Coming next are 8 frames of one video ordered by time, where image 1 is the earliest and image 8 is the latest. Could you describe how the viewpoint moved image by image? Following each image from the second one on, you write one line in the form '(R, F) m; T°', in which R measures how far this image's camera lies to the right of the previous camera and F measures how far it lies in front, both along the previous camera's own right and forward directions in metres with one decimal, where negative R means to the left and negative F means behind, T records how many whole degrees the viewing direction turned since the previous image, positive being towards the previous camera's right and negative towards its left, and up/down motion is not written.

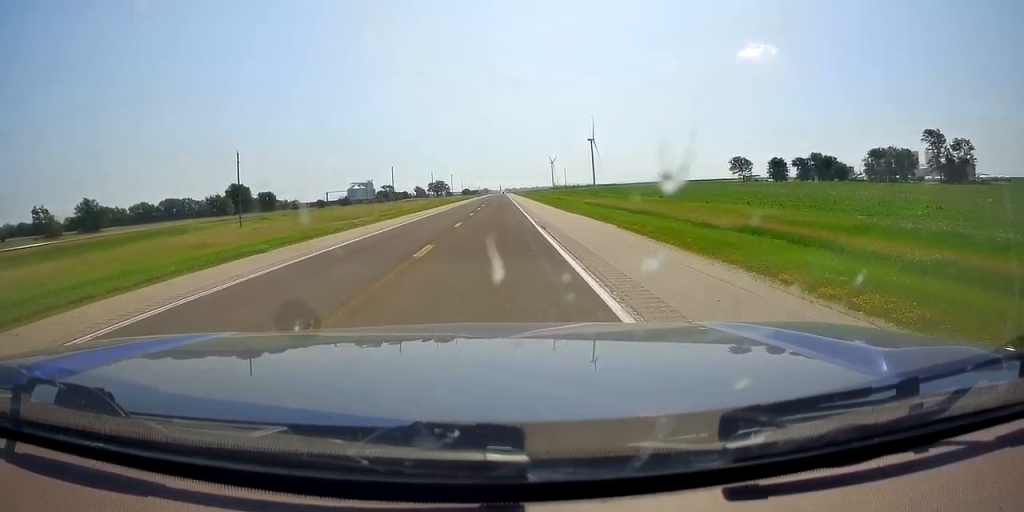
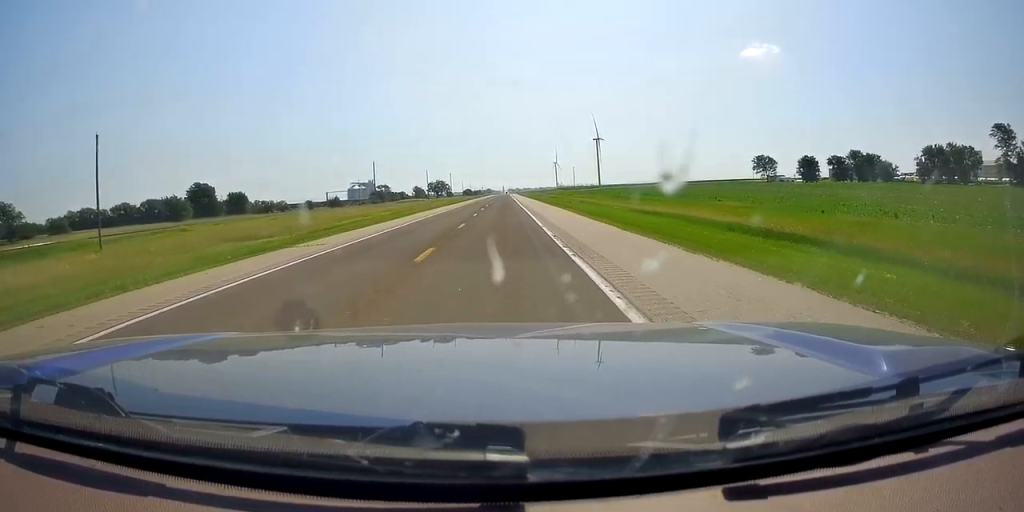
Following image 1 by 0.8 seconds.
(0.0, +25.1) m; 0°
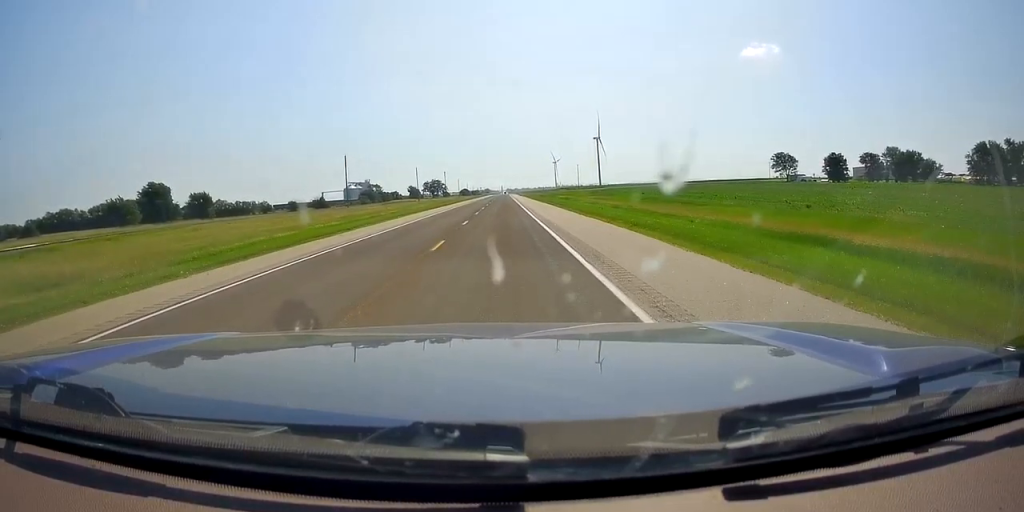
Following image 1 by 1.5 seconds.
(0.0, +22.0) m; 0°
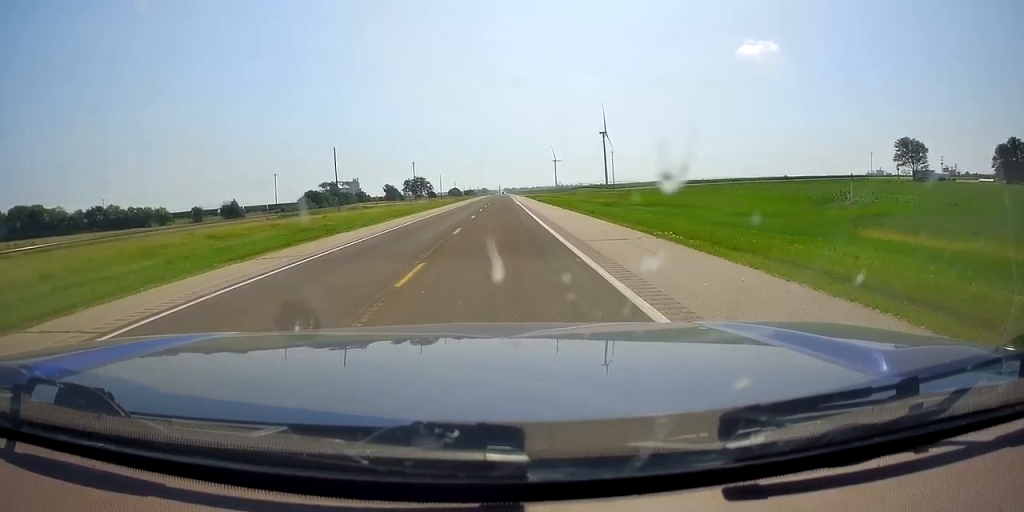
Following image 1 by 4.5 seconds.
(-0.5, +91.1) m; 0°
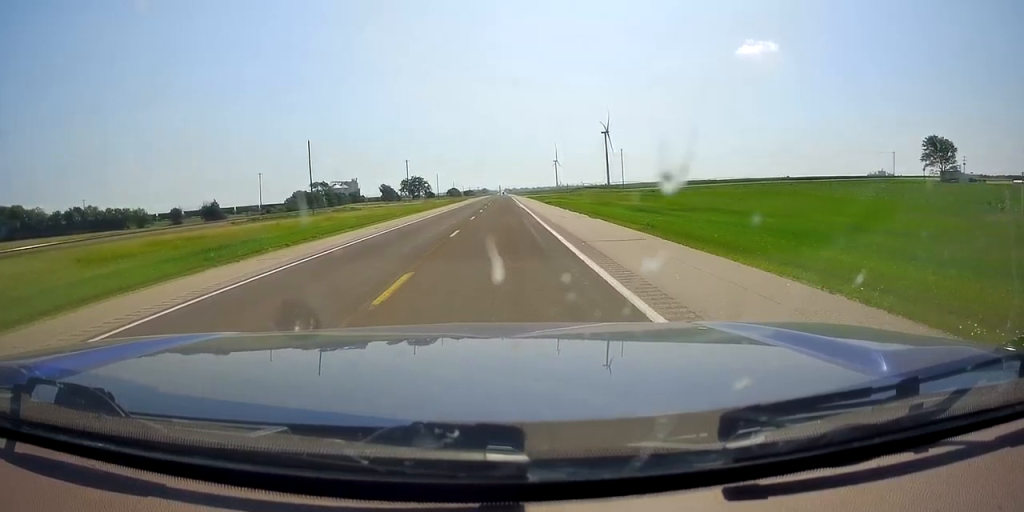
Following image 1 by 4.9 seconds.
(+0.2, +13.8) m; +1°
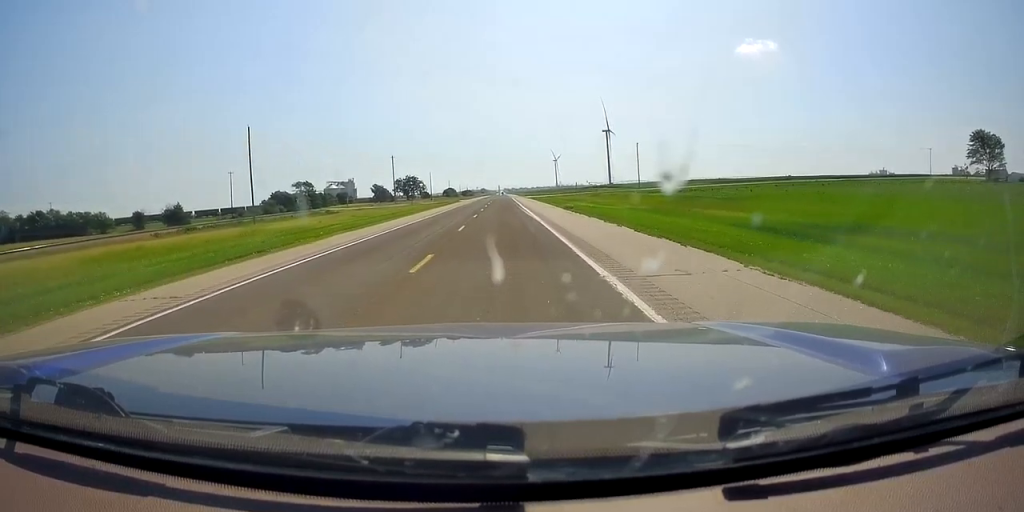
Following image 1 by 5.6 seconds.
(+0.2, +21.0) m; 0°
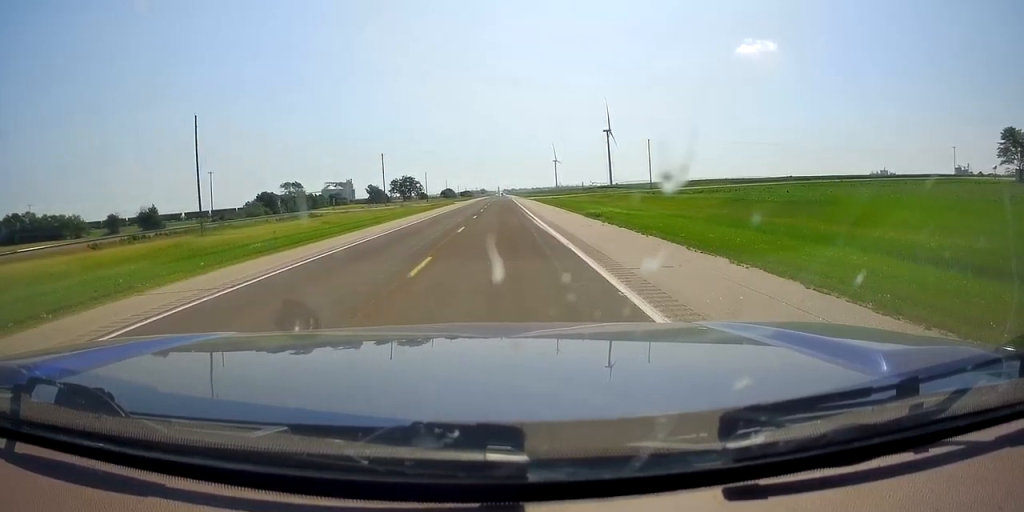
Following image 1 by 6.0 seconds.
(0.0, +12.4) m; 0°
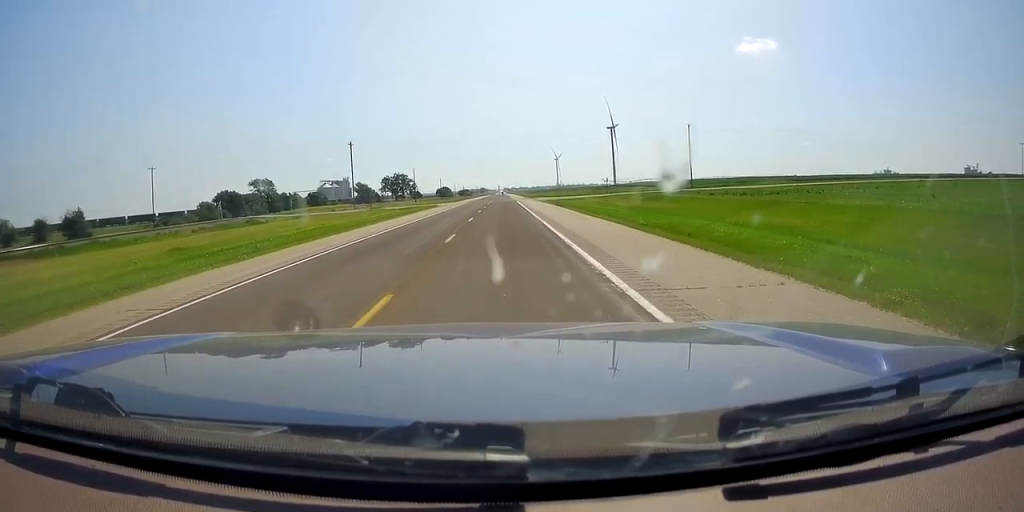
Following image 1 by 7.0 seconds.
(0.0, +29.8) m; 0°
